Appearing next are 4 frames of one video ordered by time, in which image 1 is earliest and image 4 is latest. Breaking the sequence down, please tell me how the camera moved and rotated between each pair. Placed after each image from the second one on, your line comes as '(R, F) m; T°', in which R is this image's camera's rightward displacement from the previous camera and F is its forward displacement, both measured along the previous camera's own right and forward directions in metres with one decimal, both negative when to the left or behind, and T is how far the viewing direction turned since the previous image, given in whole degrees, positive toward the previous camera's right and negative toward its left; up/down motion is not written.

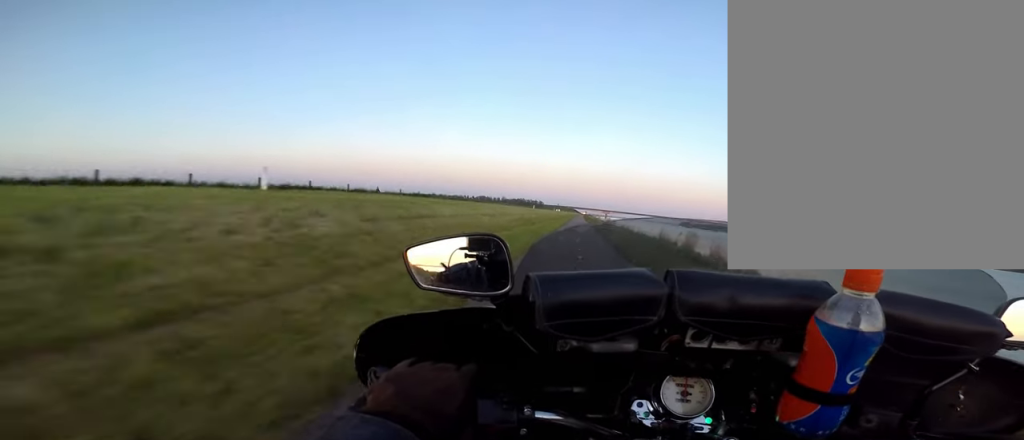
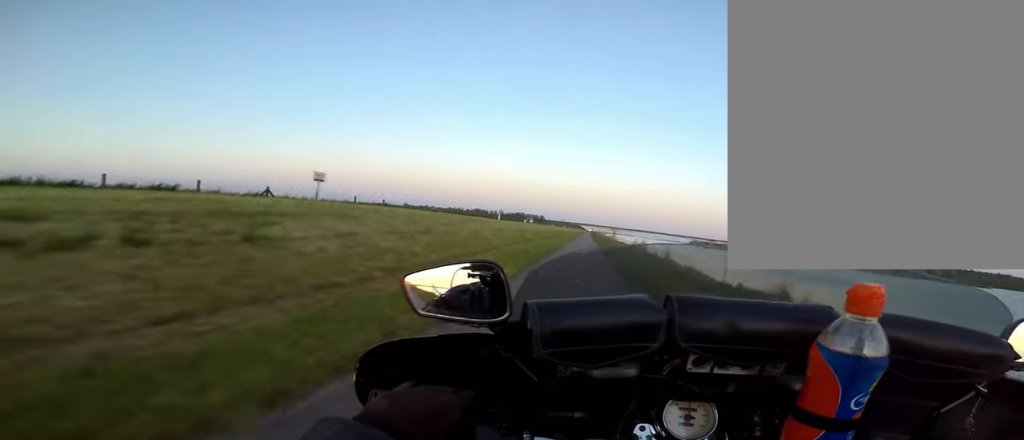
(-0.7, +76.7) m; 0°
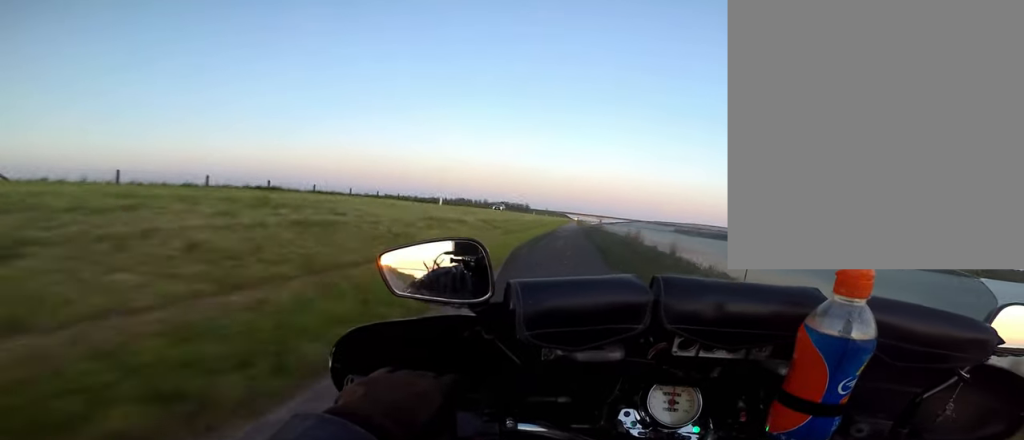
(+0.4, +11.1) m; 0°
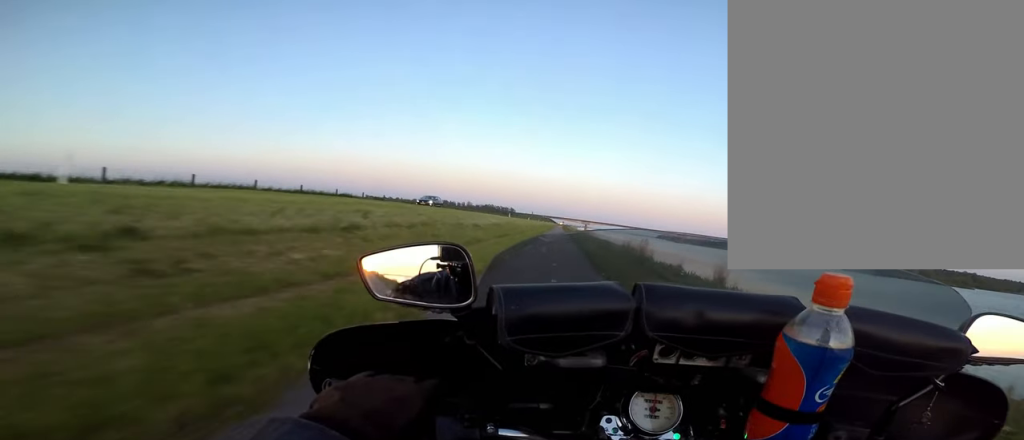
(-0.3, +16.3) m; -3°
